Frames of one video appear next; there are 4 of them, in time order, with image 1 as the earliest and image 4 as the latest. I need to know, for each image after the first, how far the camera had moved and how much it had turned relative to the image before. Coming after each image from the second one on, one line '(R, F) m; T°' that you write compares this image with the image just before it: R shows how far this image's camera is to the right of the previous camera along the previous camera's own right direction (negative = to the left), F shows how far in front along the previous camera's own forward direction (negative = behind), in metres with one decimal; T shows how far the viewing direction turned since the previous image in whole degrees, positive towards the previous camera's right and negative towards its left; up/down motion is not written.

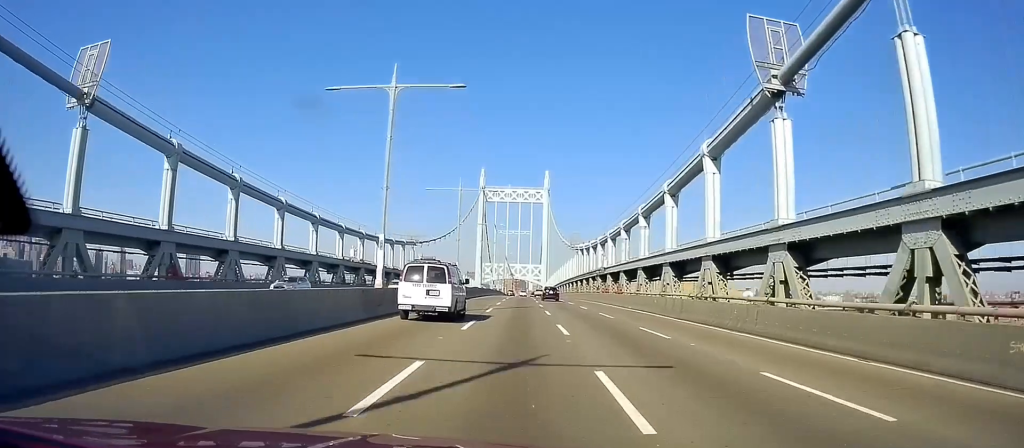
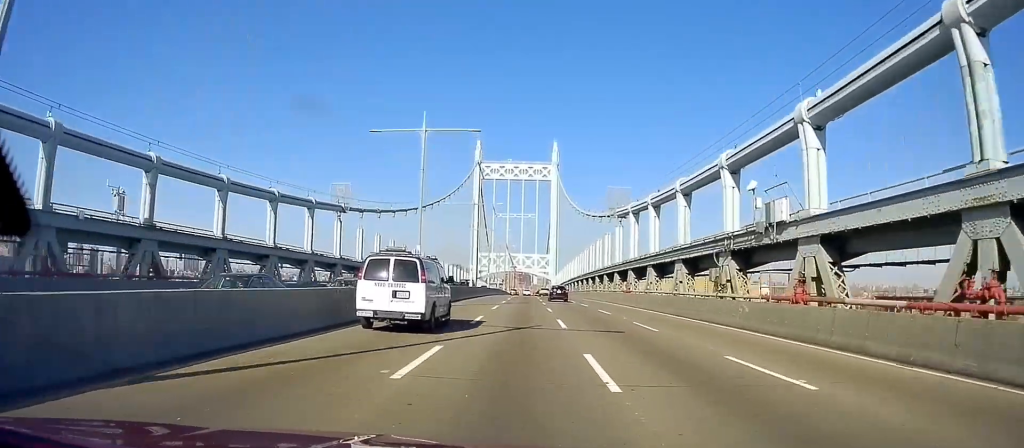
(+0.3, +46.2) m; +2°
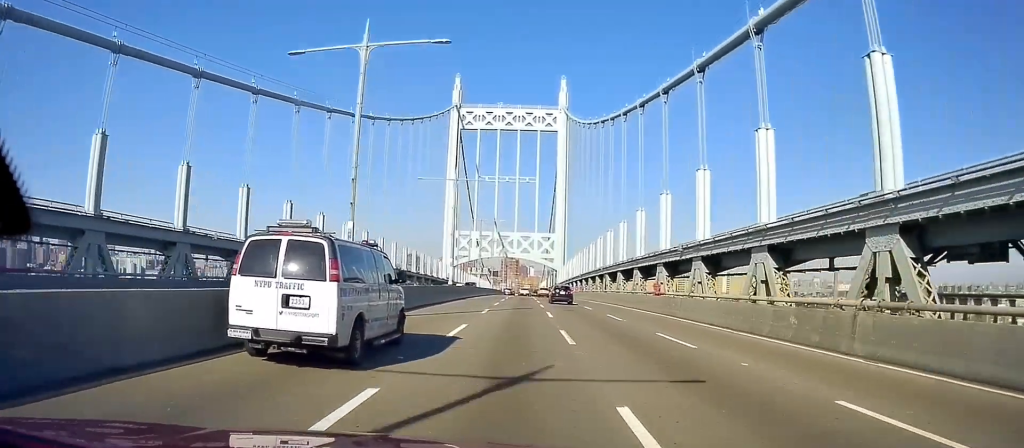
(-0.3, +66.6) m; -1°
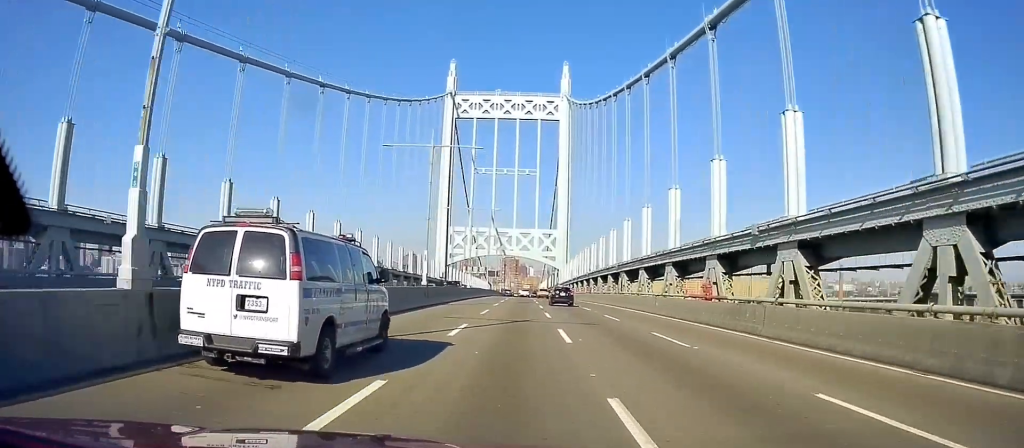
(+0.1, +11.5) m; 0°
